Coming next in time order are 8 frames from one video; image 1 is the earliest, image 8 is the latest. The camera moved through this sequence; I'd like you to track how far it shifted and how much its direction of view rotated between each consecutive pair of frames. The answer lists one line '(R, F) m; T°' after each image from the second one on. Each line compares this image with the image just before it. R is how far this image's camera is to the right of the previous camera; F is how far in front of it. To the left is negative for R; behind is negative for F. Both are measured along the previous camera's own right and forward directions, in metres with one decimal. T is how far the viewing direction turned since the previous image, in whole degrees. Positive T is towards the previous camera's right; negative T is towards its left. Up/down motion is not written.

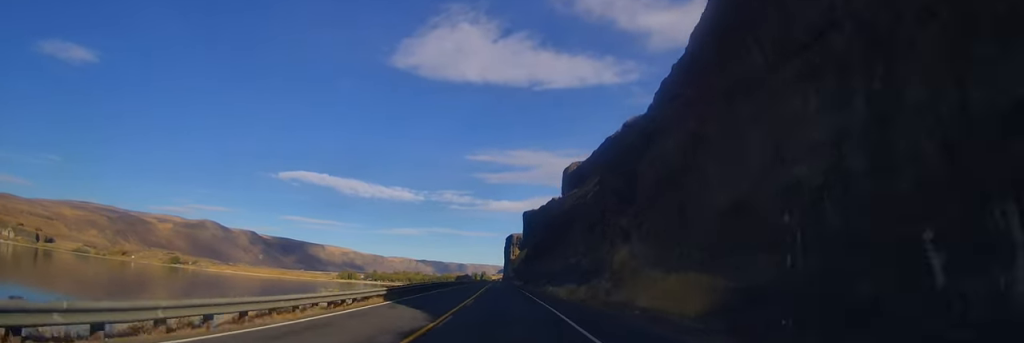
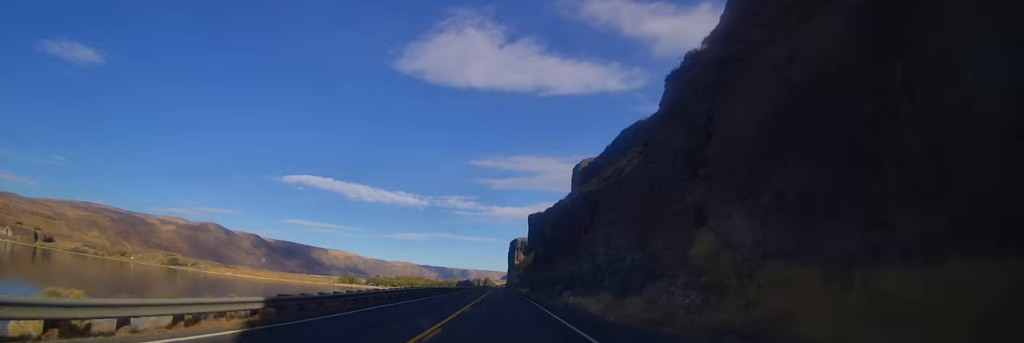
(0.0, +16.1) m; 0°
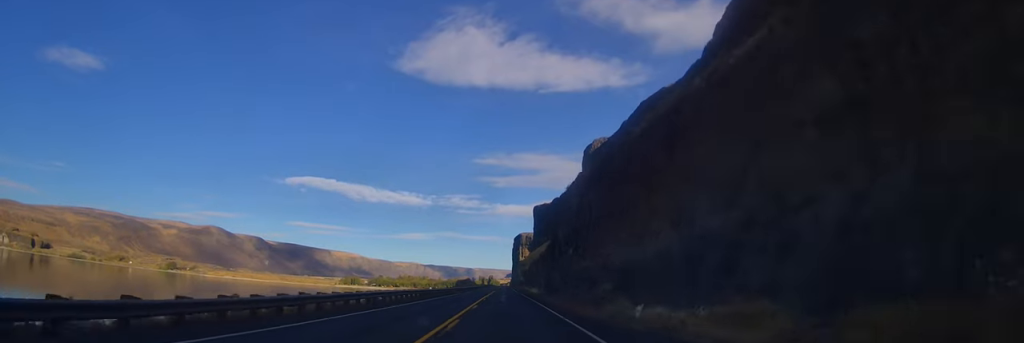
(0.0, +21.2) m; +1°
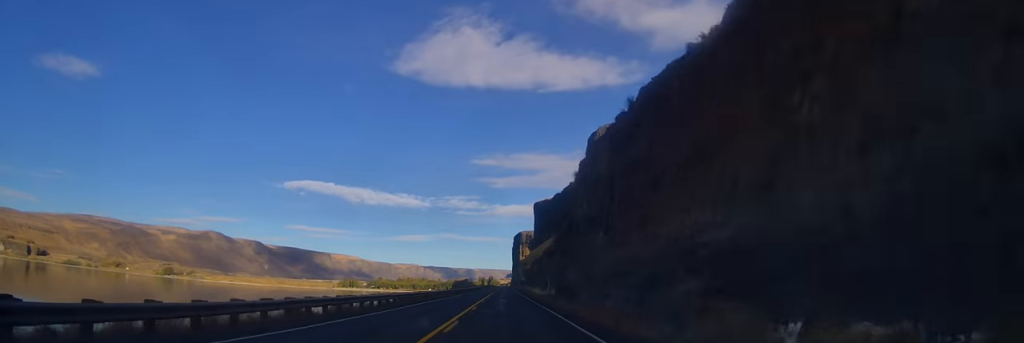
(-0.1, +12.5) m; 0°
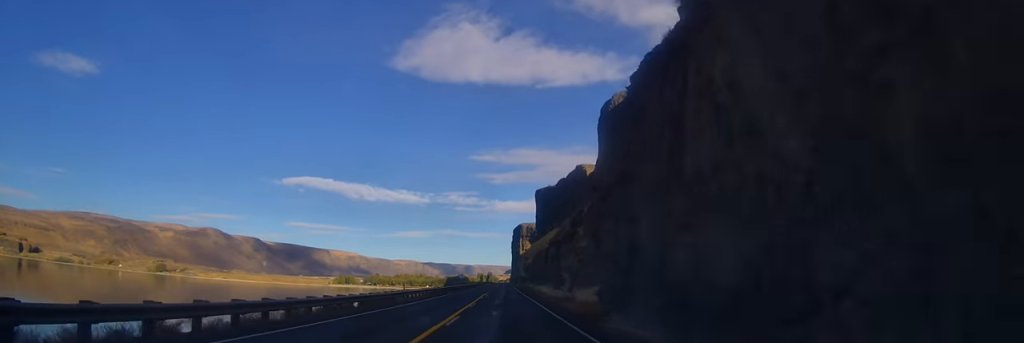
(+0.6, +22.9) m; -1°
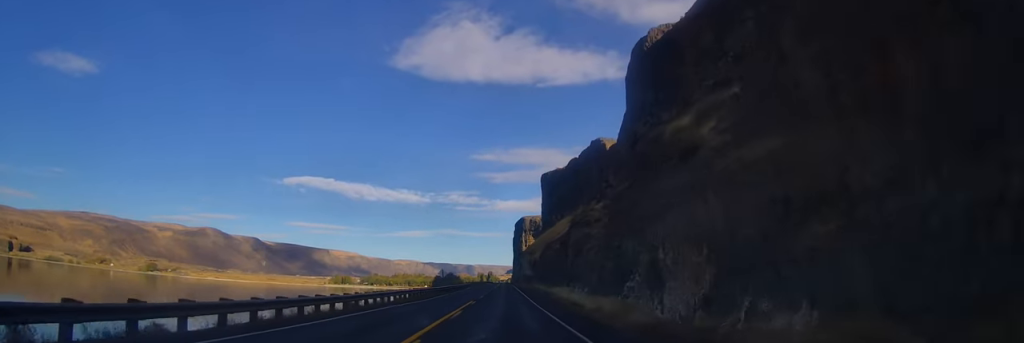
(-1.1, +33.2) m; -2°
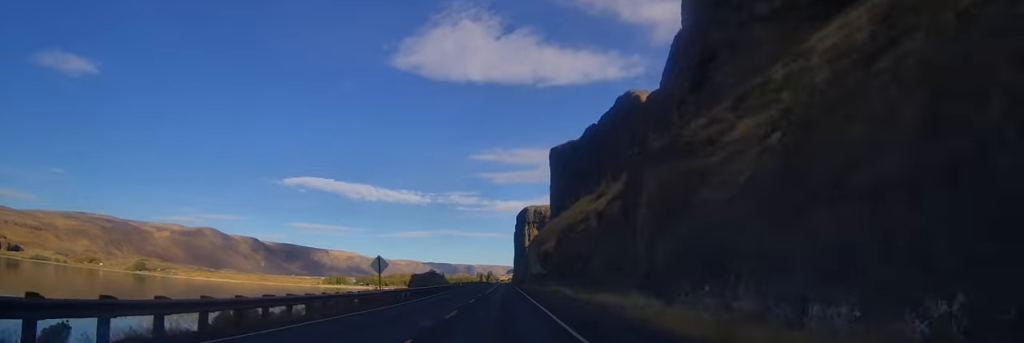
(+0.2, +37.4) m; 0°
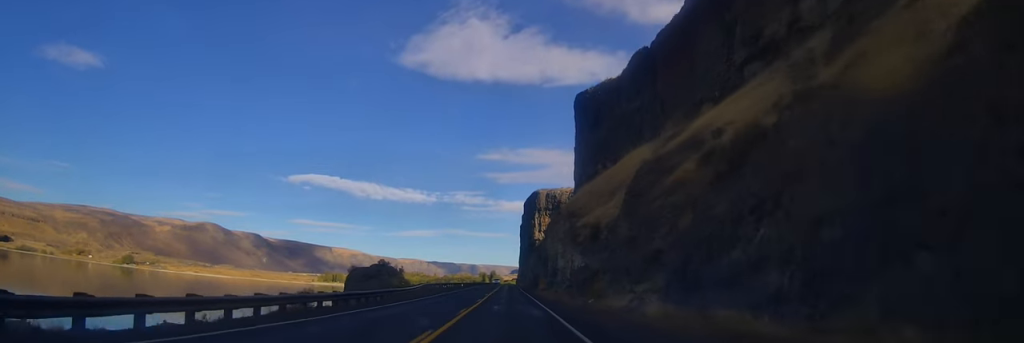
(-0.4, +46.6) m; 0°
